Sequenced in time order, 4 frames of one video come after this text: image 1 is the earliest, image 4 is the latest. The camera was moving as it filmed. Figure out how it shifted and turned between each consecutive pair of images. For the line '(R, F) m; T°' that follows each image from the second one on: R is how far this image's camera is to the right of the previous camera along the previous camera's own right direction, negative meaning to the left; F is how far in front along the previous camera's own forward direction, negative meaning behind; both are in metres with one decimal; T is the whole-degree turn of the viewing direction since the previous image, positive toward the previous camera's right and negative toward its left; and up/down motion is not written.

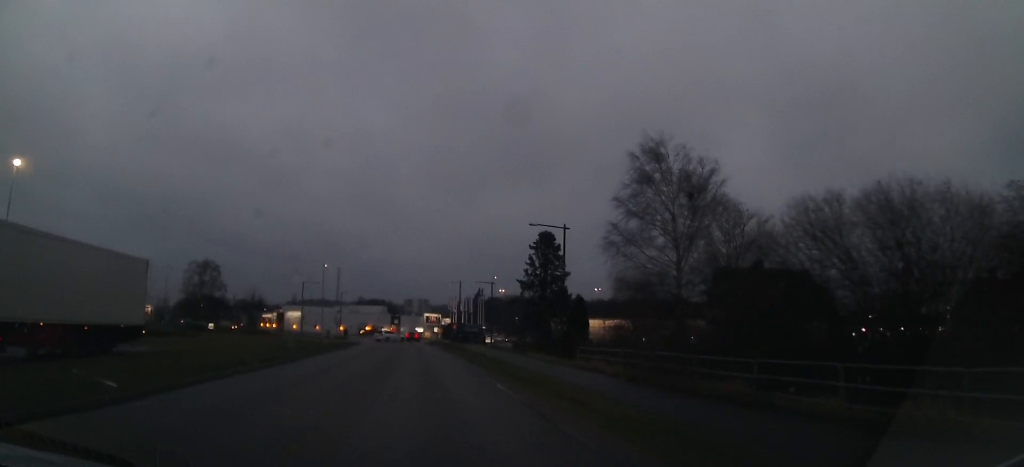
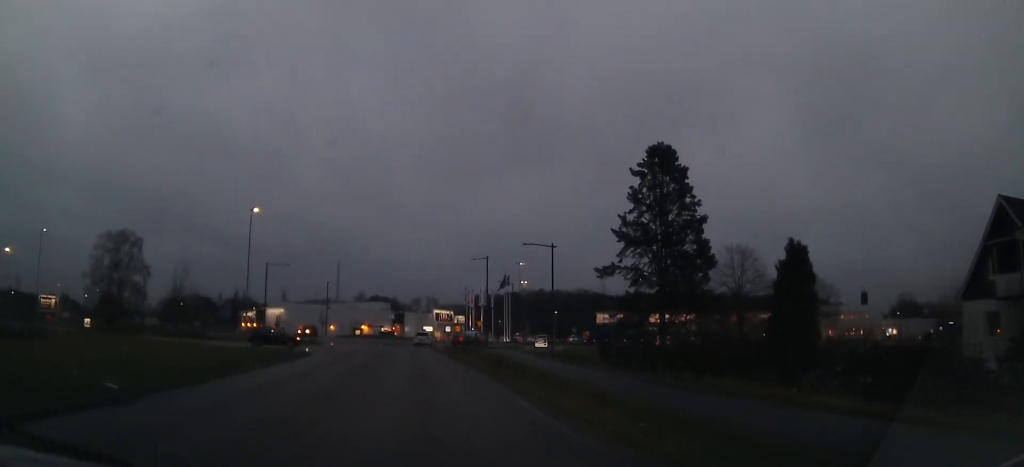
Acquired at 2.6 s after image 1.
(+0.9, +29.0) m; +2°
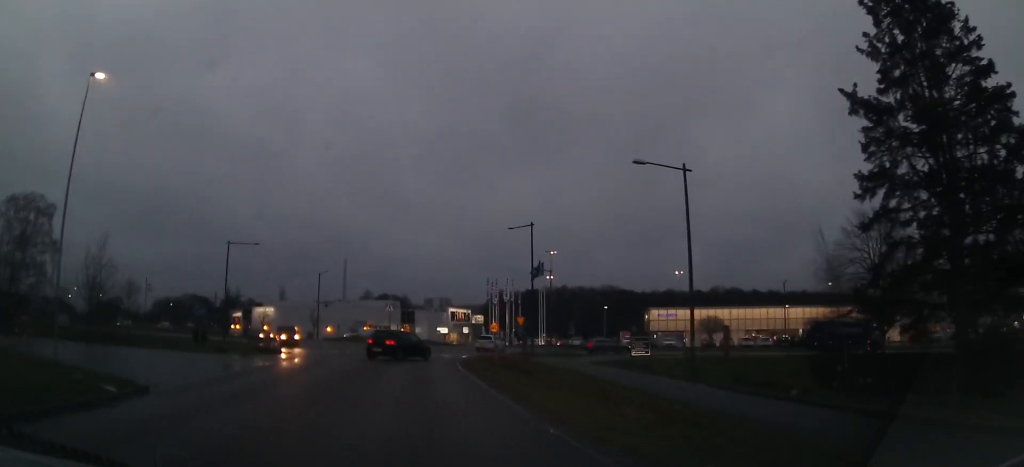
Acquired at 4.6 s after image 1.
(-0.1, +20.4) m; -4°
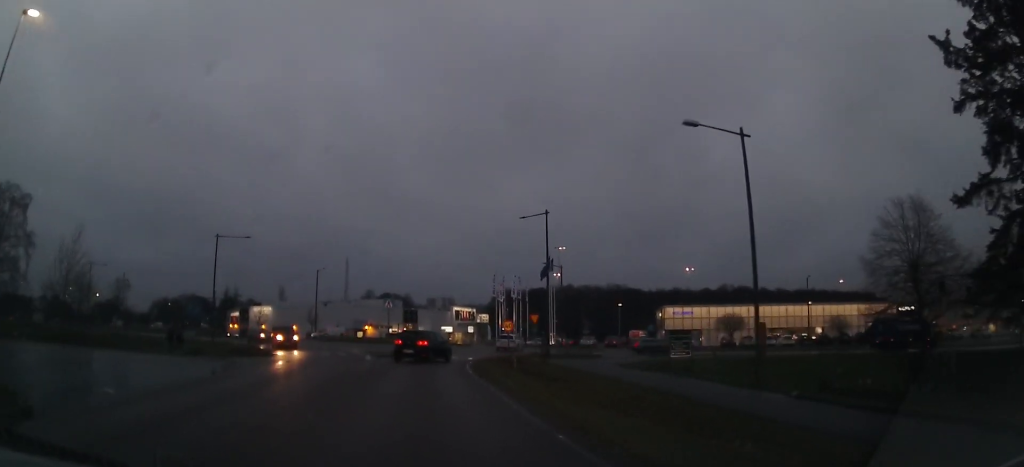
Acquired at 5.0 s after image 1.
(0.0, +4.4) m; -2°
